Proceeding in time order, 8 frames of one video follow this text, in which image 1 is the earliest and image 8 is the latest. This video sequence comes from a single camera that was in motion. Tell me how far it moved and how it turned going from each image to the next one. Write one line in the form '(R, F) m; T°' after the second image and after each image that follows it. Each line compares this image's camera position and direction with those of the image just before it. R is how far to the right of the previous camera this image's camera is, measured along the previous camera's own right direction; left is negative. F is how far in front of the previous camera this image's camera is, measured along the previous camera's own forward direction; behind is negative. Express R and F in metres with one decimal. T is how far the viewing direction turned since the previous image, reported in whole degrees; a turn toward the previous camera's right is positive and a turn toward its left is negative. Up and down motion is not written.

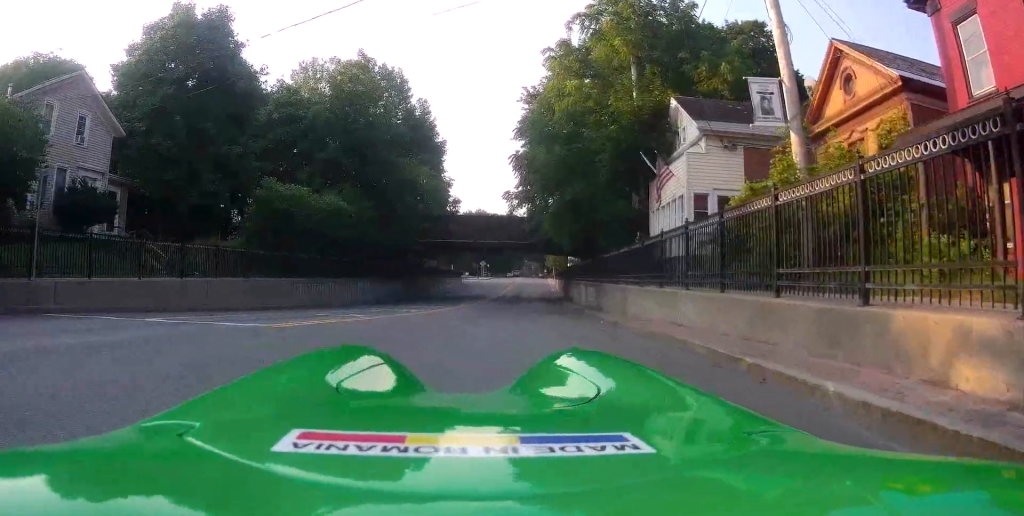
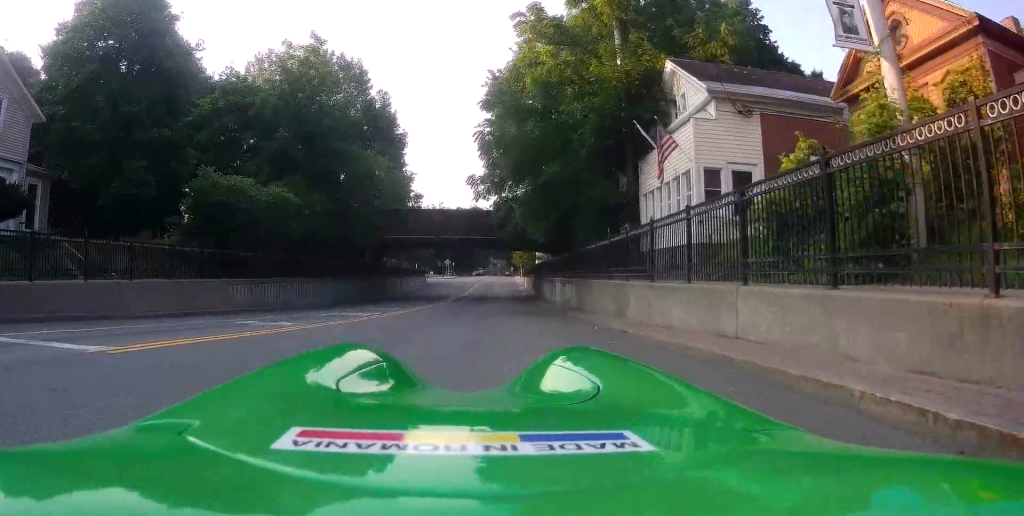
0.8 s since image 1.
(0.0, +4.0) m; +1°
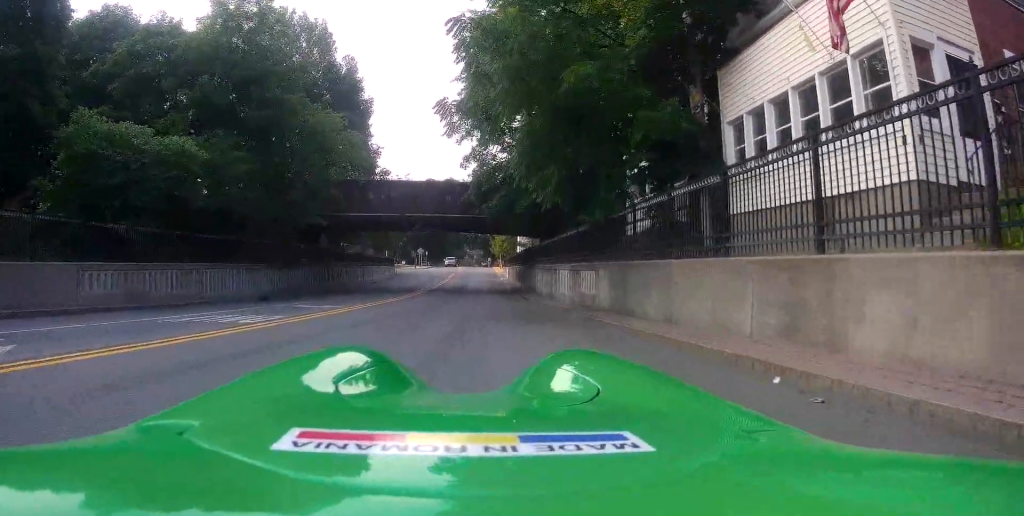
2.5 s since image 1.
(+0.5, +9.3) m; +7°
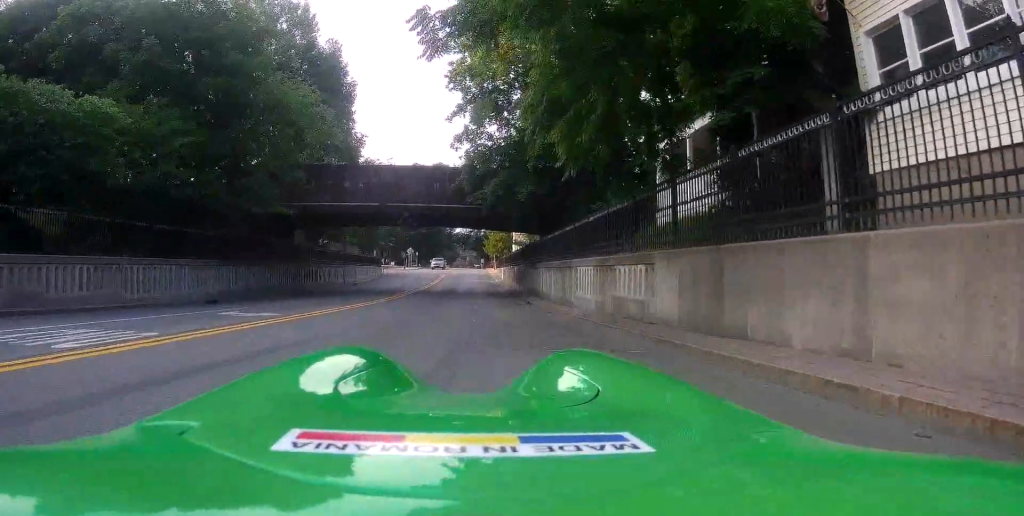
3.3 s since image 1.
(+0.2, +5.4) m; +1°
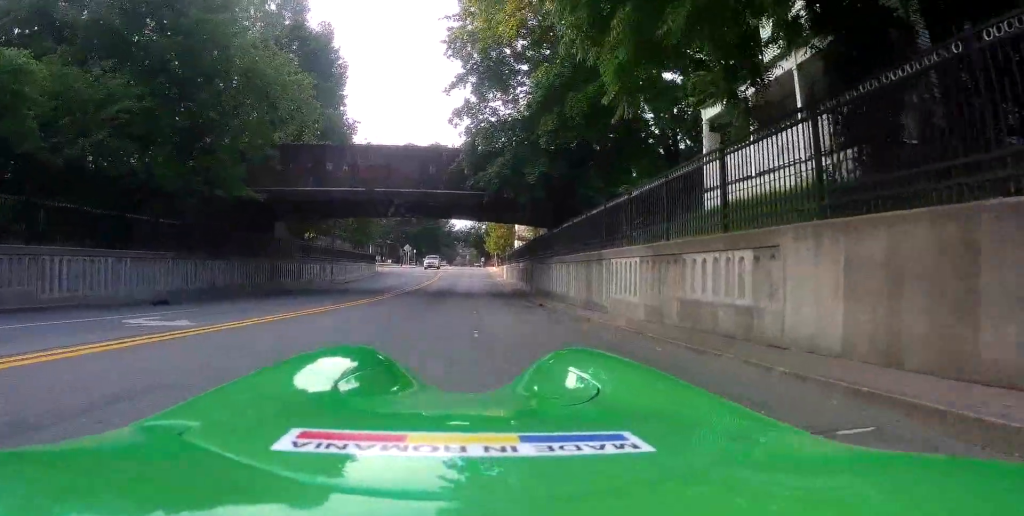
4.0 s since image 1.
(-0.2, +4.5) m; -2°
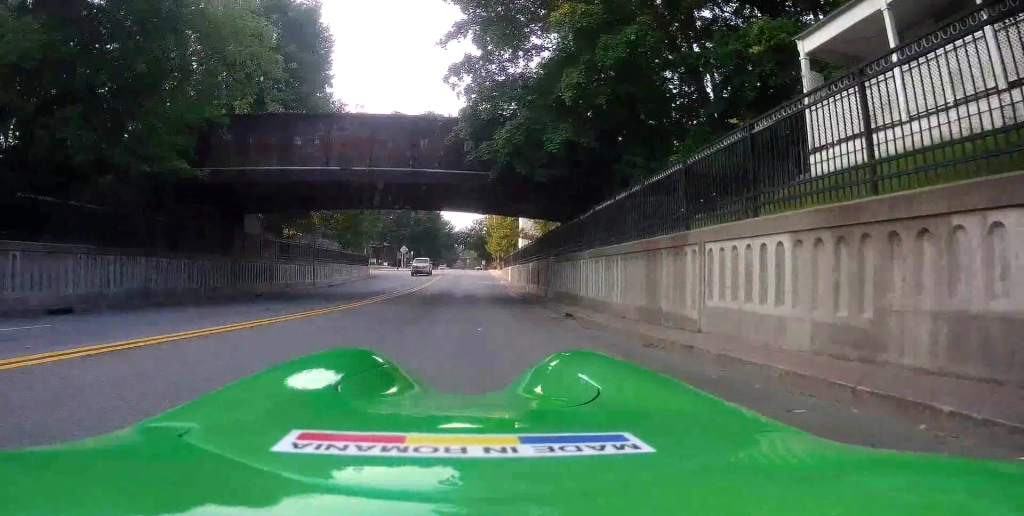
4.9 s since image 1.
(0.0, +5.8) m; 0°
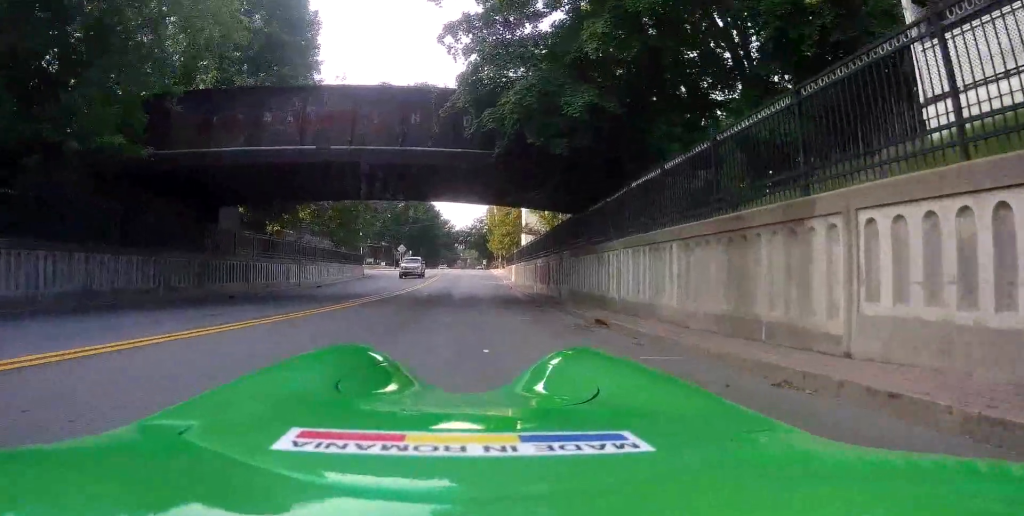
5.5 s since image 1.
(0.0, +3.7) m; +1°
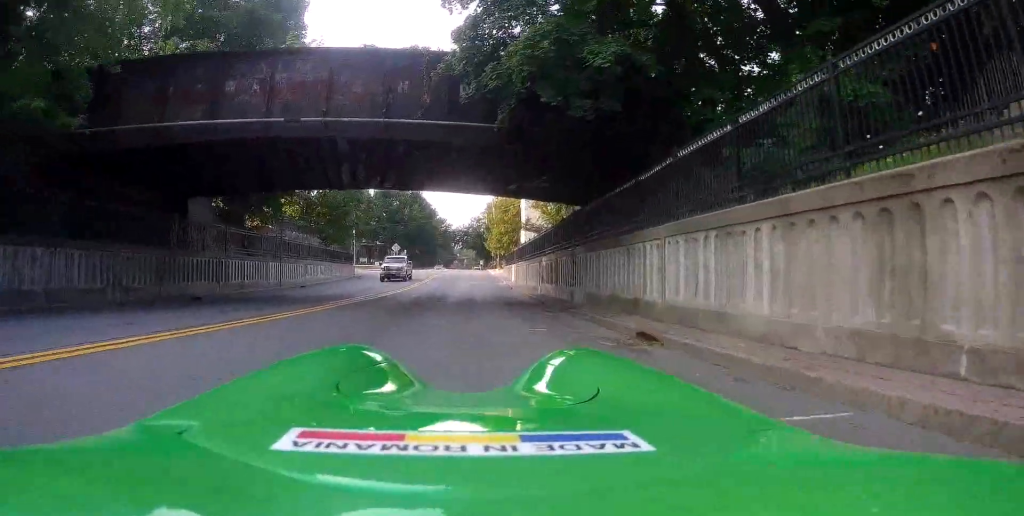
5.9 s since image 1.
(0.0, +3.2) m; +1°
